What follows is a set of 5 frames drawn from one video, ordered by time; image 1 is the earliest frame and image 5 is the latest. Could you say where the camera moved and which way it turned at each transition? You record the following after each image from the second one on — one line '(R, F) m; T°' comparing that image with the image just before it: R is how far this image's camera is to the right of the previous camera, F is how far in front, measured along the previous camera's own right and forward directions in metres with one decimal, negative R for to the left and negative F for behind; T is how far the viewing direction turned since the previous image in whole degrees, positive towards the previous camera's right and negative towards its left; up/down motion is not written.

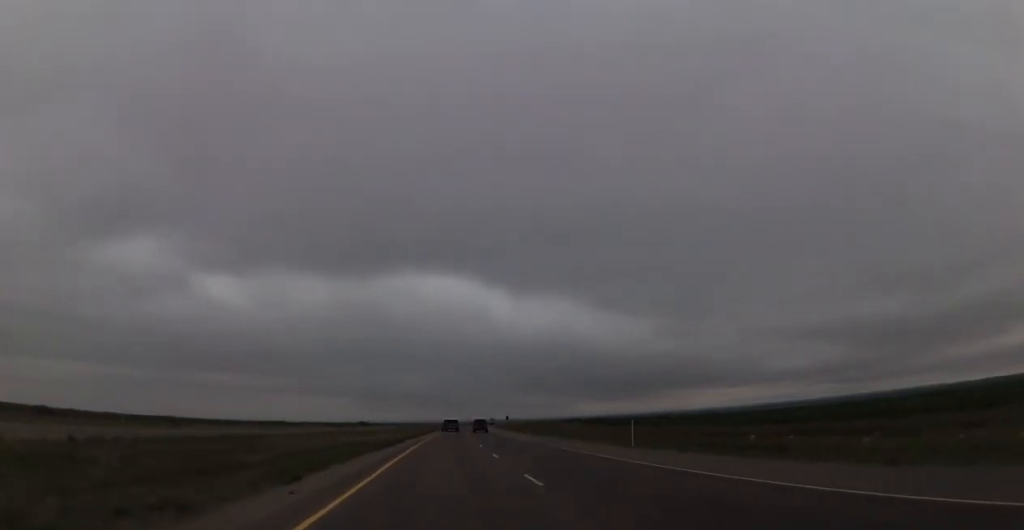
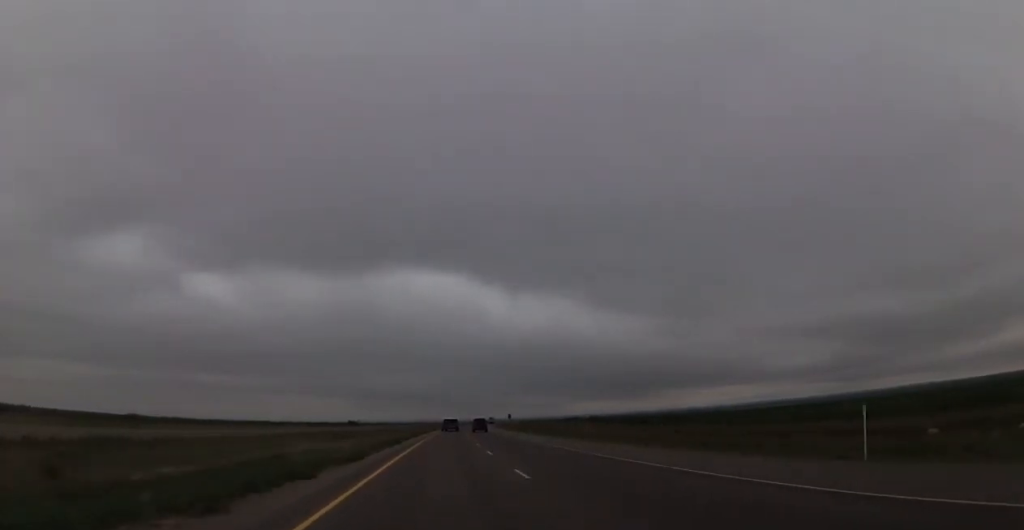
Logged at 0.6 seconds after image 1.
(-0.1, +22.6) m; 0°
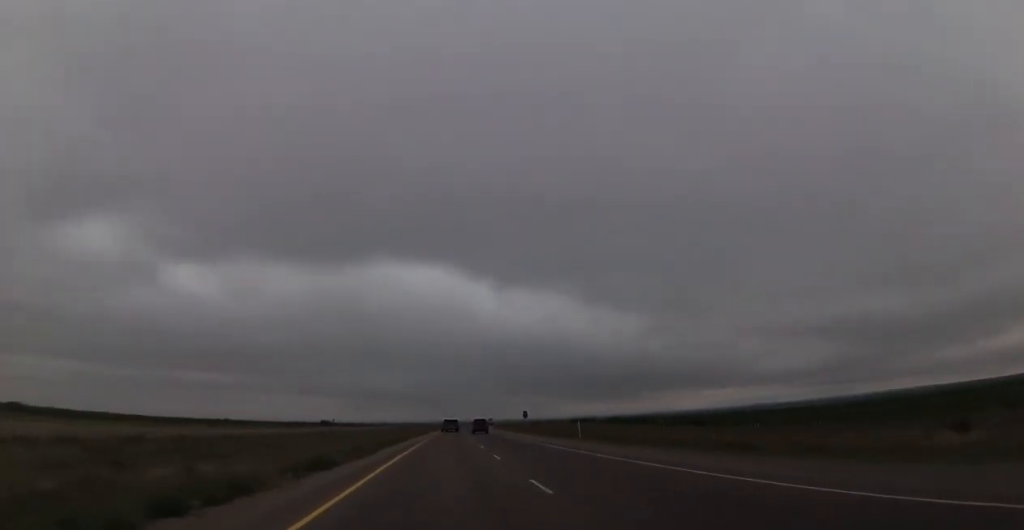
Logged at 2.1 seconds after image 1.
(+0.8, +52.4) m; +1°
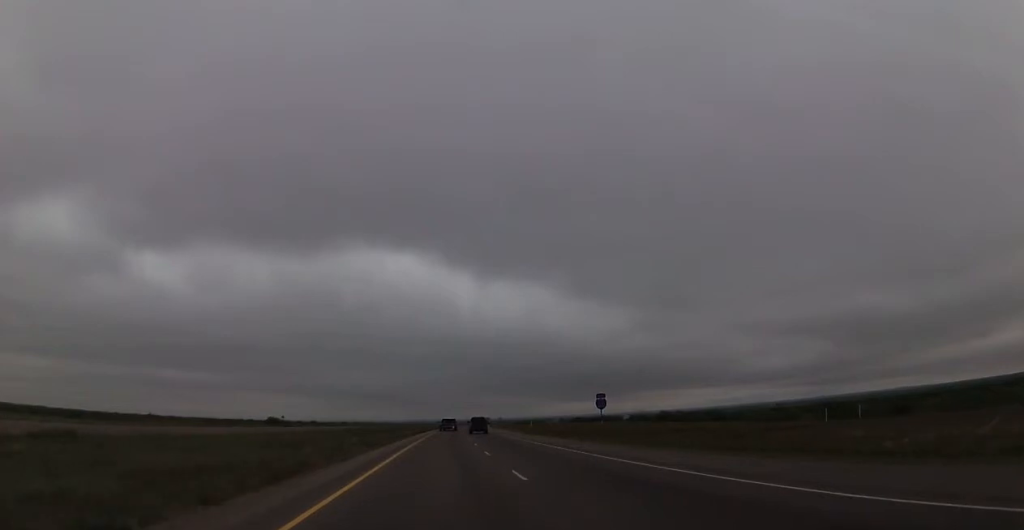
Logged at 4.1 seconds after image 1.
(+0.8, +70.1) m; +1°
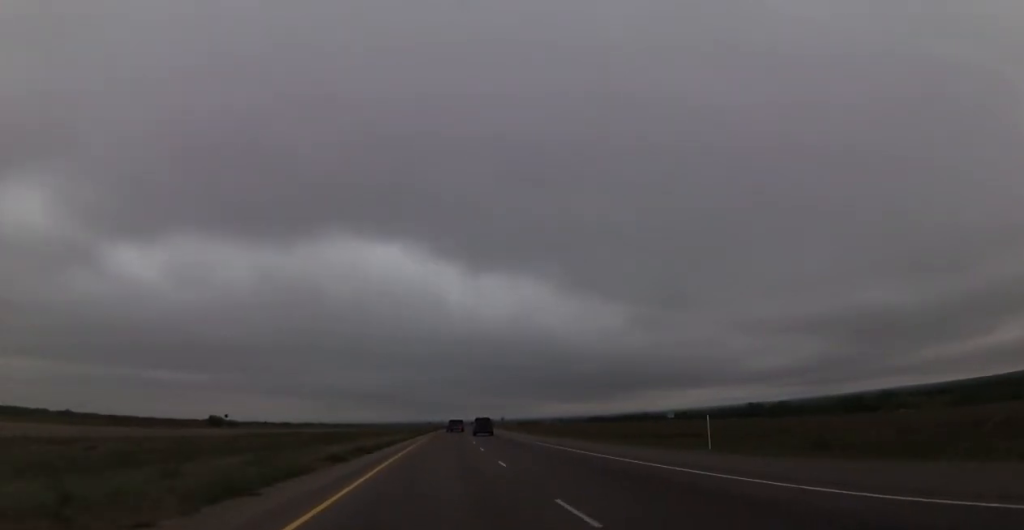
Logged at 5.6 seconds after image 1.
(0.0, +55.6) m; +1°
